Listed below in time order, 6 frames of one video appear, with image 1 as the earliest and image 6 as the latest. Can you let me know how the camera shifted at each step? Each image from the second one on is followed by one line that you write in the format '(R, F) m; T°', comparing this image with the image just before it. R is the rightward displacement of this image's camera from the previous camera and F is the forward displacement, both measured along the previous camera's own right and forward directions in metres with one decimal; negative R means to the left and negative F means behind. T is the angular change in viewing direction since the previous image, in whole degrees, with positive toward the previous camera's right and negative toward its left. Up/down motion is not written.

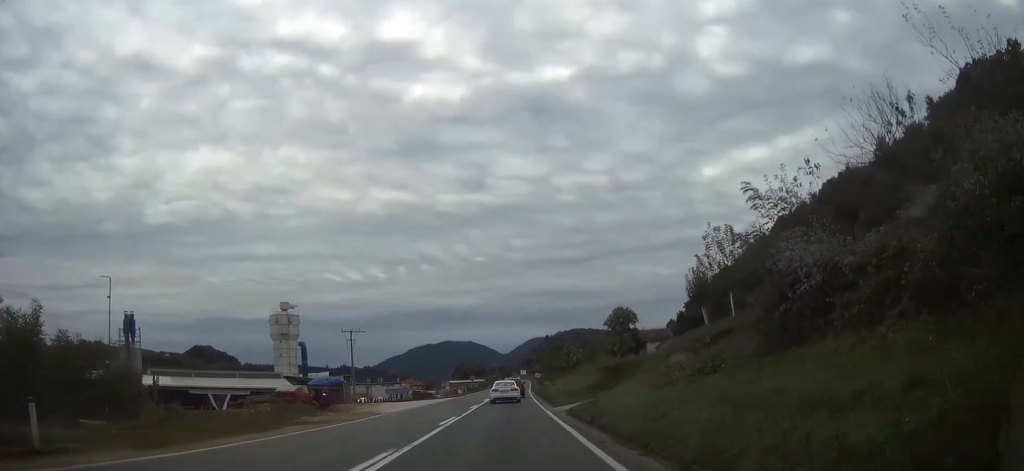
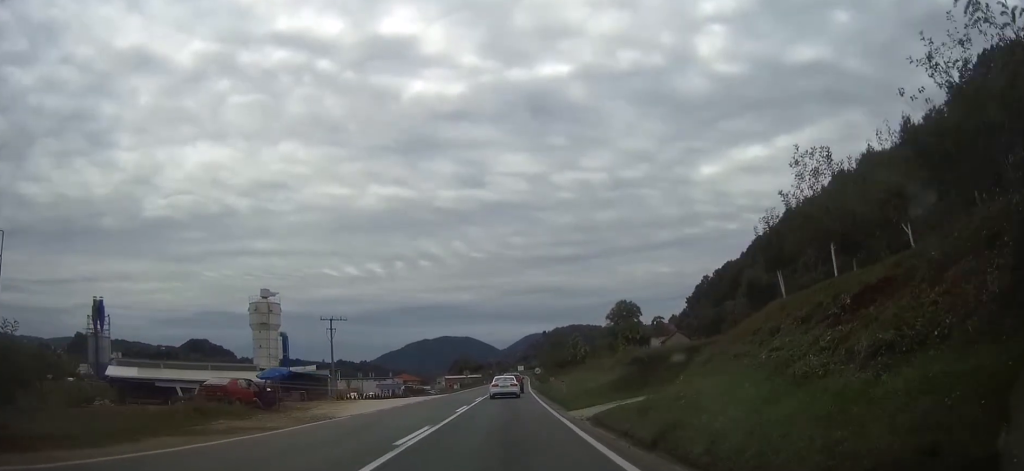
(0.0, +8.5) m; 0°
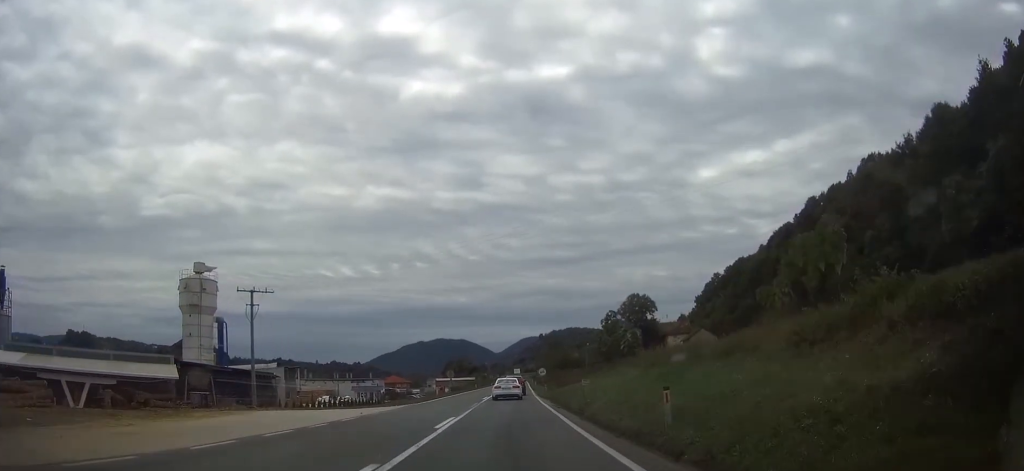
(+0.1, +23.1) m; 0°
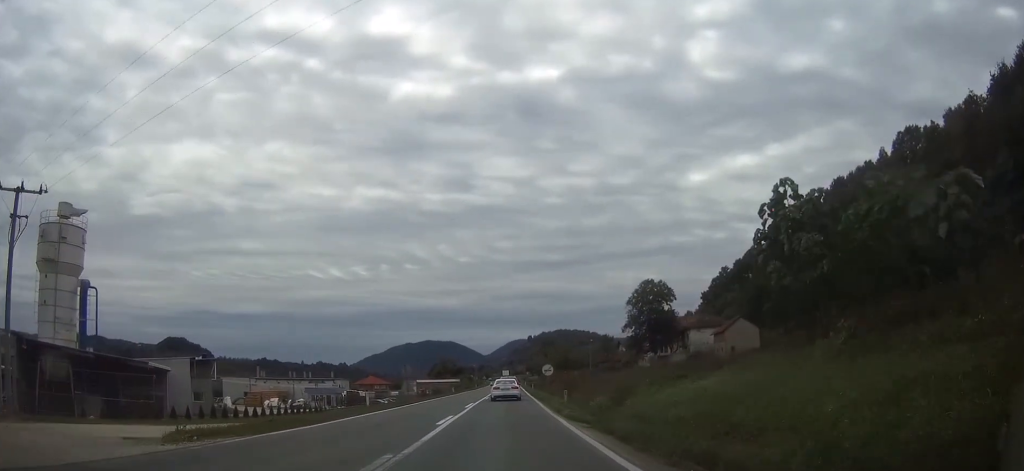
(+0.1, +27.6) m; +1°
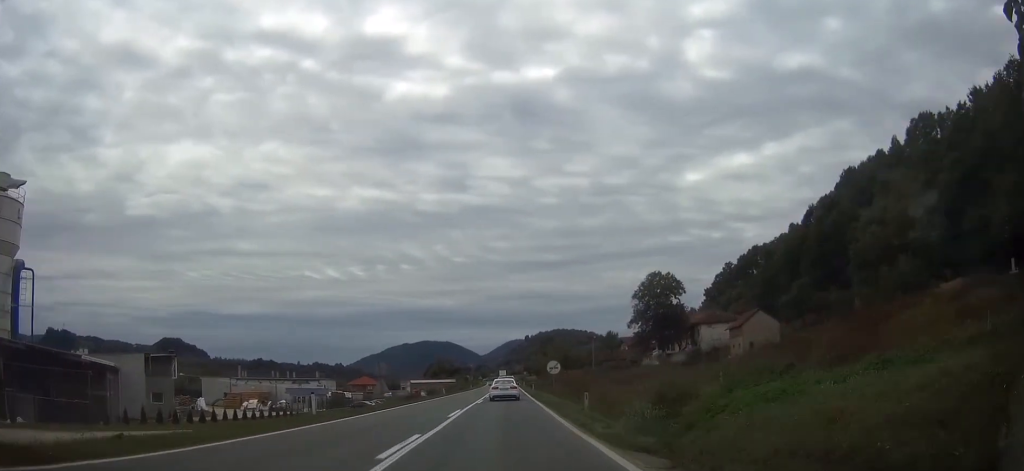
(0.0, +9.9) m; 0°
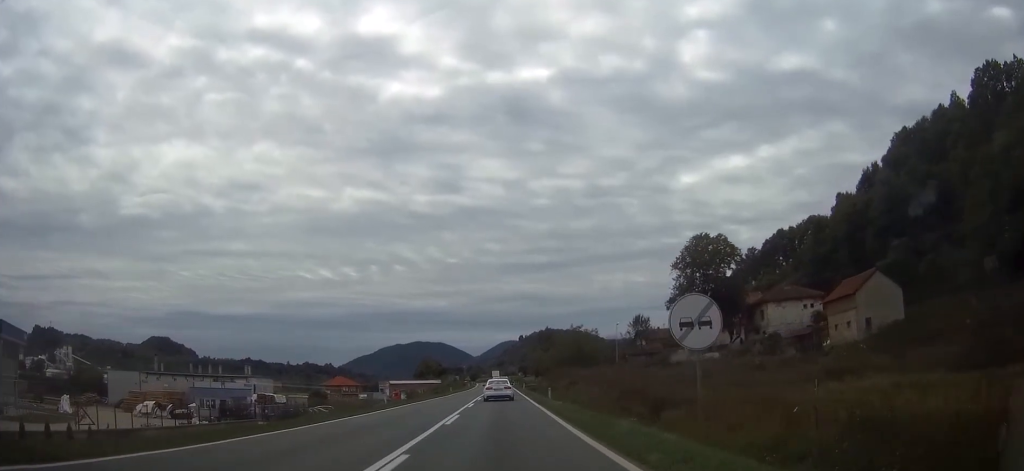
(+0.3, +34.3) m; 0°
